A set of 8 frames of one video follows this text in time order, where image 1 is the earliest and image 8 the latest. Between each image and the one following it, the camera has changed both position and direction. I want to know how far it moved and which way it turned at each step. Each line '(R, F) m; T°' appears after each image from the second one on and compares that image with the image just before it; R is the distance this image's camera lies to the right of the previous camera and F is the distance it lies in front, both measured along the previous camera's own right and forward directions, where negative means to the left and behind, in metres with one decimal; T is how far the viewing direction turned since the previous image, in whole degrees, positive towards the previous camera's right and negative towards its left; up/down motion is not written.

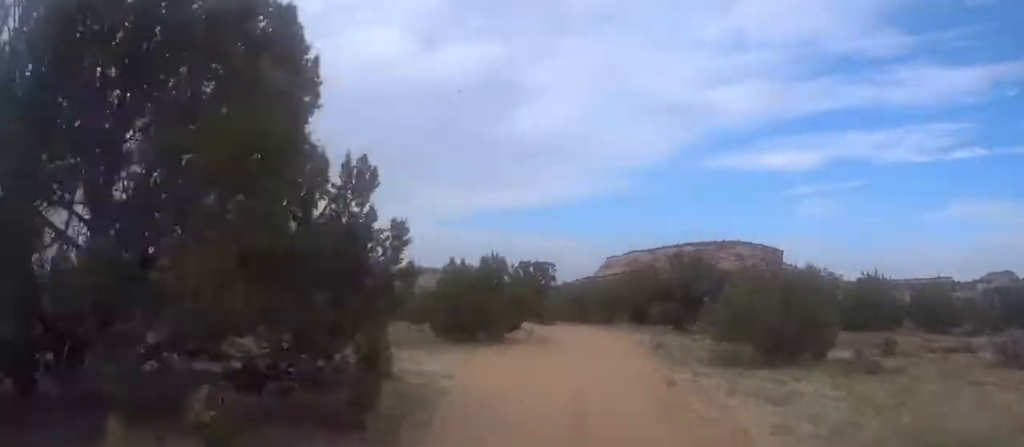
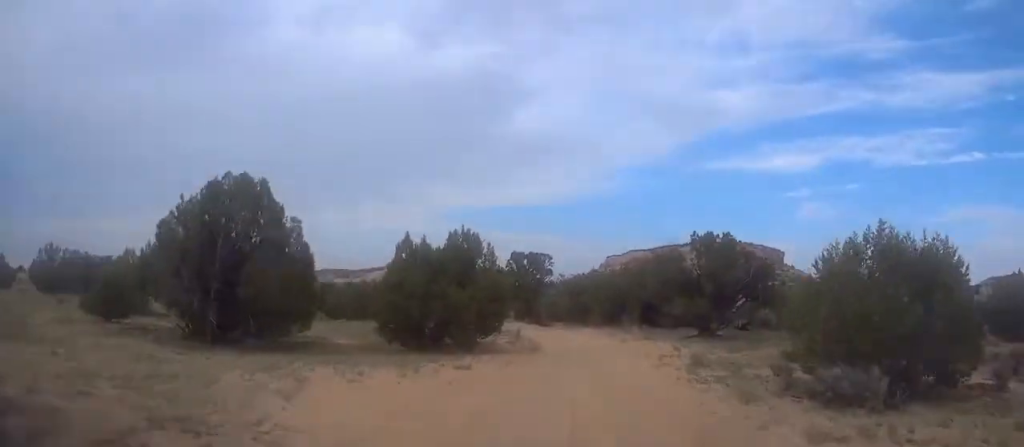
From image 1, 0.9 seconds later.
(-0.2, +9.0) m; -3°
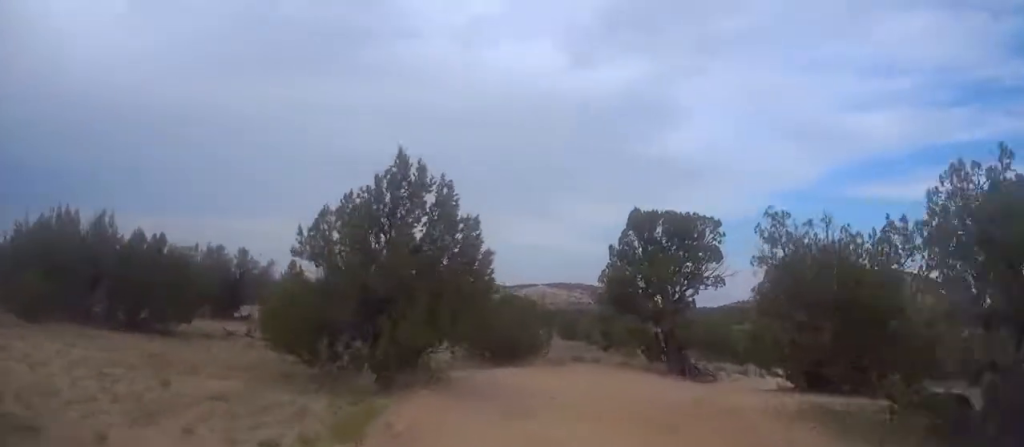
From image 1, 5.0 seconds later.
(-6.9, +36.2) m; -13°
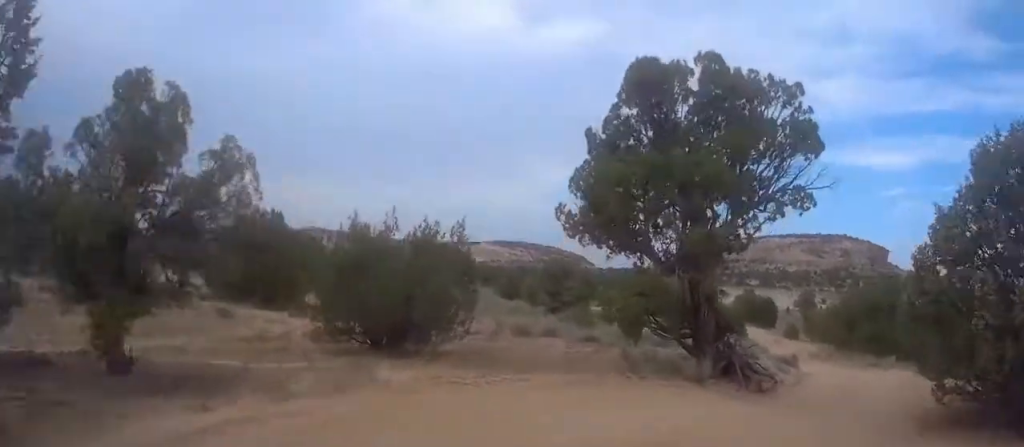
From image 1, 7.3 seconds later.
(+1.0, +15.9) m; +10°
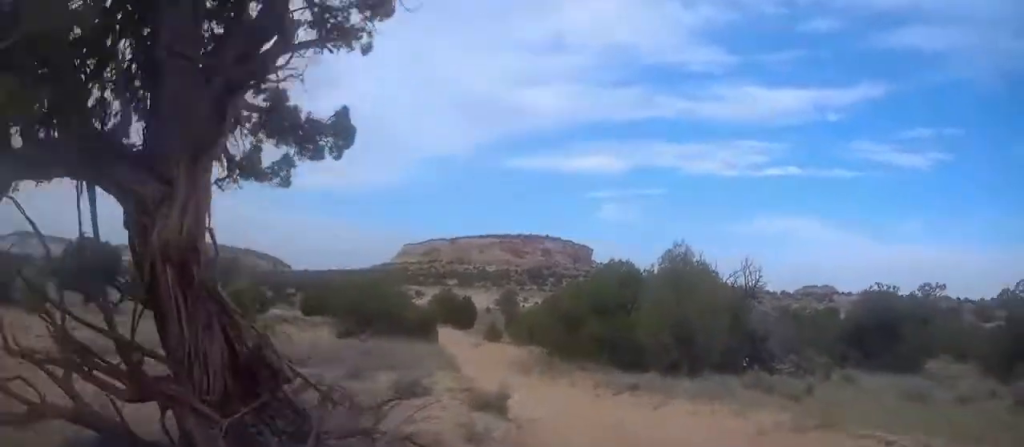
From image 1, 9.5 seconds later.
(+1.4, +12.5) m; +8°
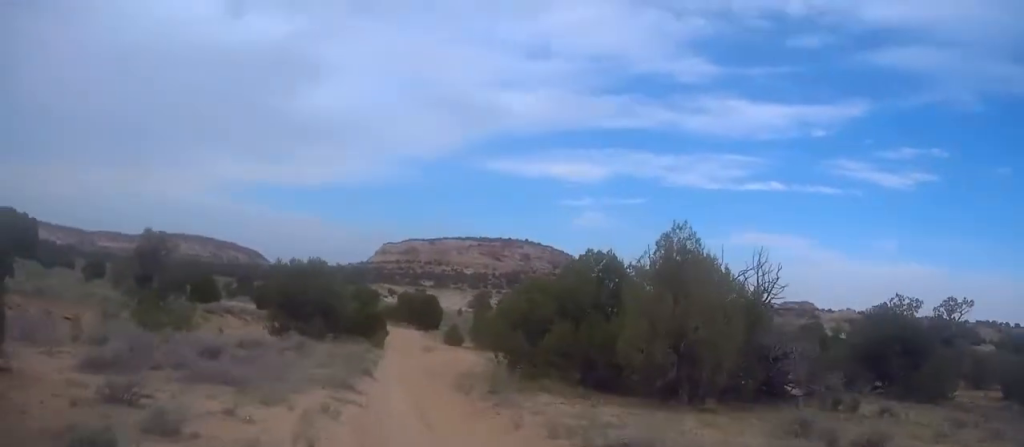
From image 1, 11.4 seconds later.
(+0.2, +9.8) m; +2°
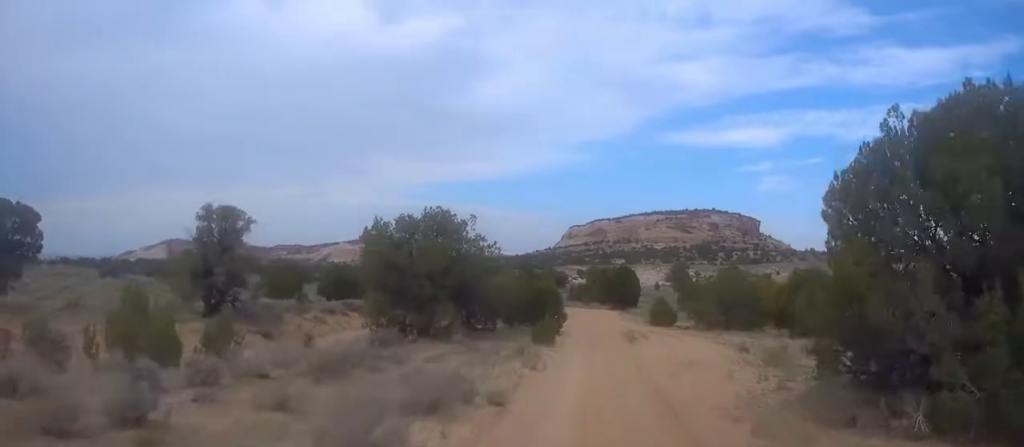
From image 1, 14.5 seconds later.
(+0.3, +18.6) m; -1°
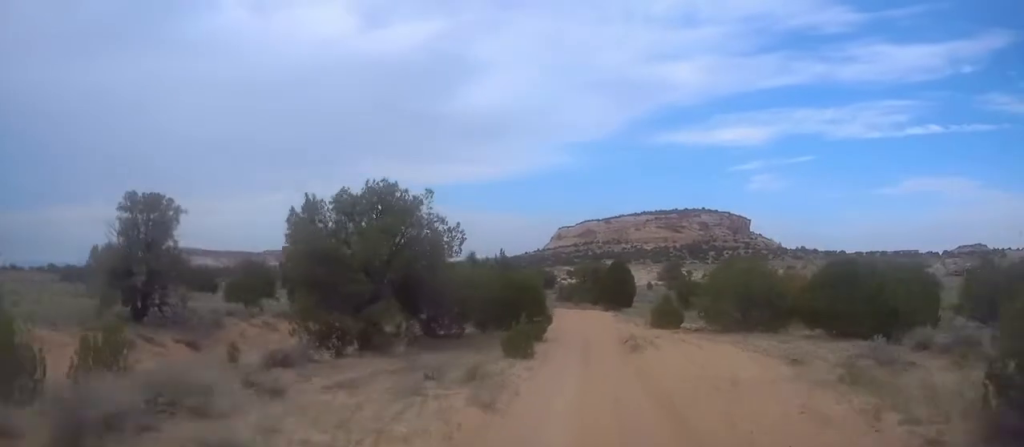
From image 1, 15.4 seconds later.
(-0.3, +7.0) m; -1°
